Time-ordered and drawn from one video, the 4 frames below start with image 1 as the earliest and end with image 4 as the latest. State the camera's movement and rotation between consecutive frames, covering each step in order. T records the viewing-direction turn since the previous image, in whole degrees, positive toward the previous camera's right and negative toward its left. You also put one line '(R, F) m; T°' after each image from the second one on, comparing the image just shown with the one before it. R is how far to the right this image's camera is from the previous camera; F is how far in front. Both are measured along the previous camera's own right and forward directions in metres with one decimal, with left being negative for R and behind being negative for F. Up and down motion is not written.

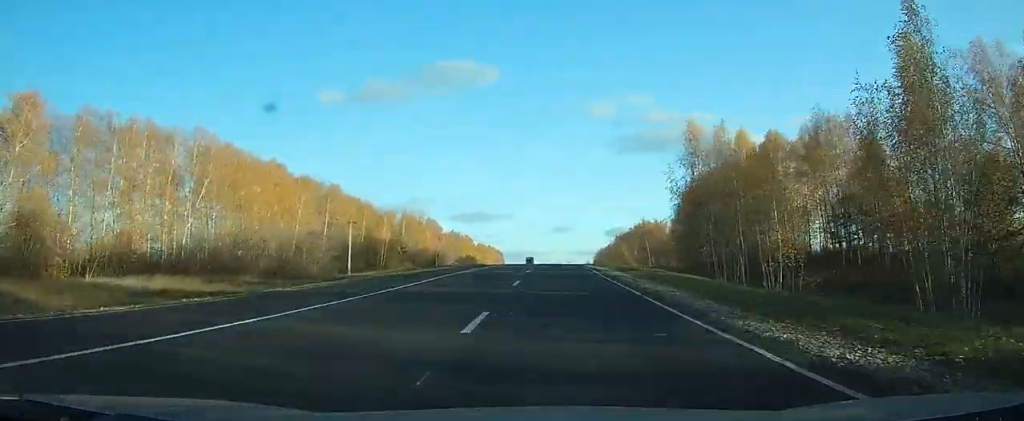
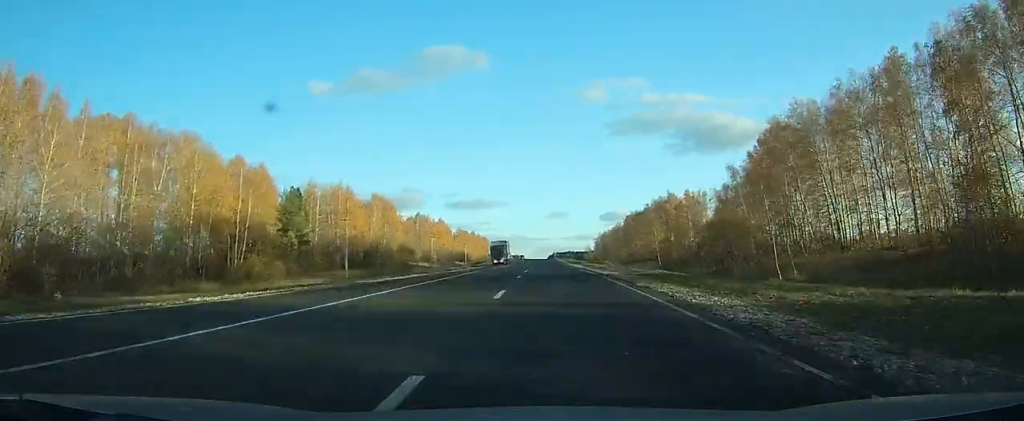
(+0.1, +67.9) m; 0°
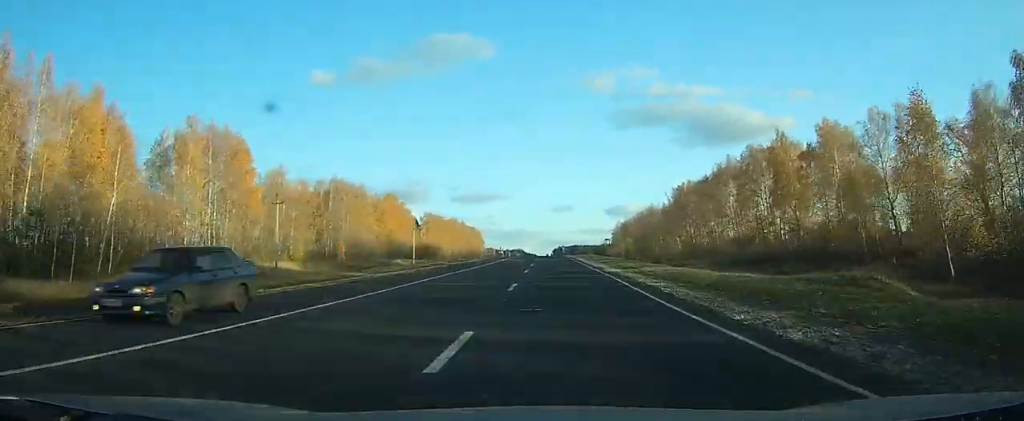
(-0.4, +89.3) m; -1°
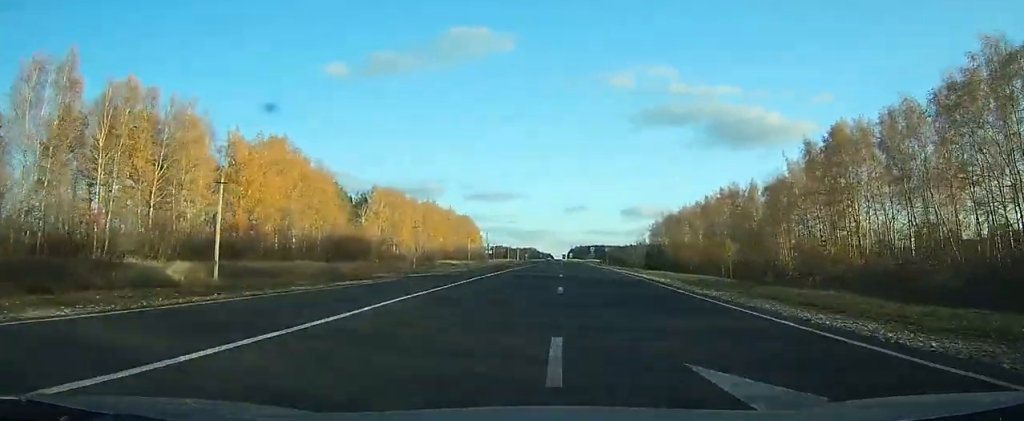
(-0.4, +82.9) m; 0°
